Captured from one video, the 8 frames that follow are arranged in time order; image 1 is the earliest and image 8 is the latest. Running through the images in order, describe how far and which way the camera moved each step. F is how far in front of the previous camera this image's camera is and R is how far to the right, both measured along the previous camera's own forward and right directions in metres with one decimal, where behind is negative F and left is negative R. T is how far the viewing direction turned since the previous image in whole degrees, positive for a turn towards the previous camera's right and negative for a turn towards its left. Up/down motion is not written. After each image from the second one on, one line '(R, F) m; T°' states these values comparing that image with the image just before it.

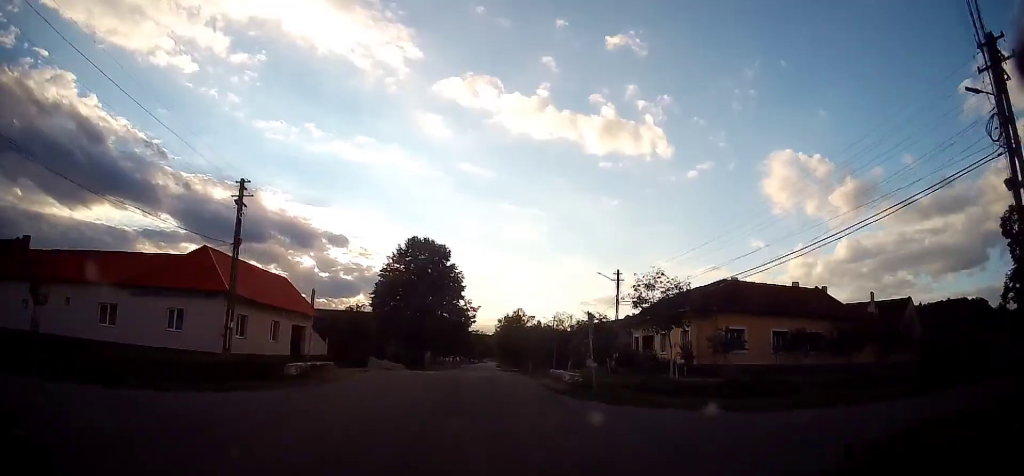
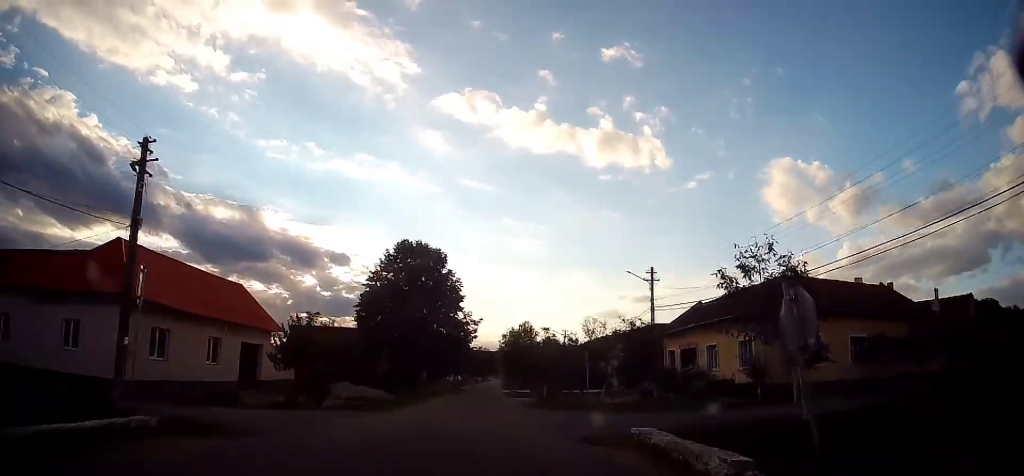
(-0.2, +9.3) m; -2°
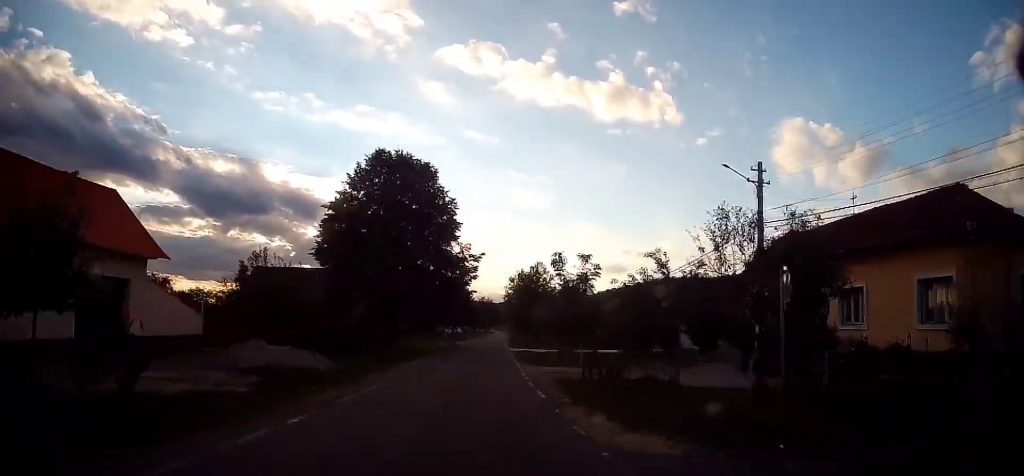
(-0.4, +15.0) m; -1°
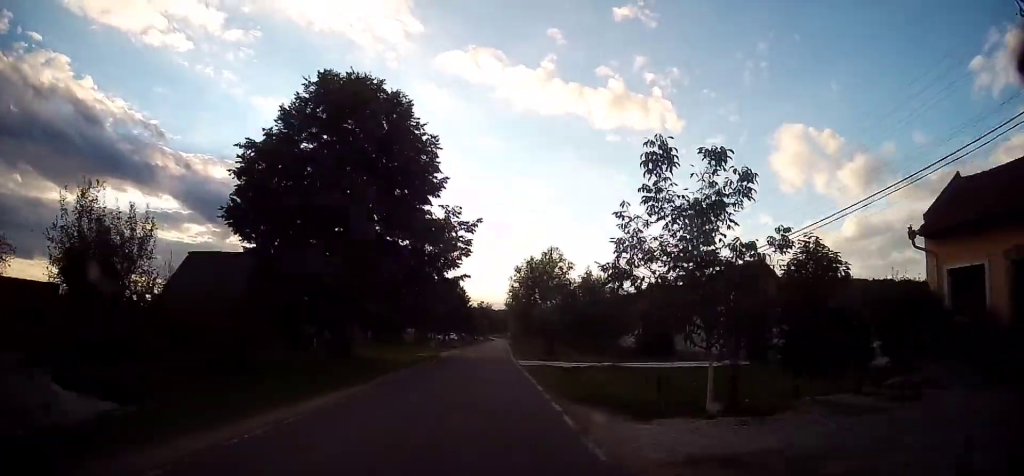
(0.0, +14.4) m; +1°
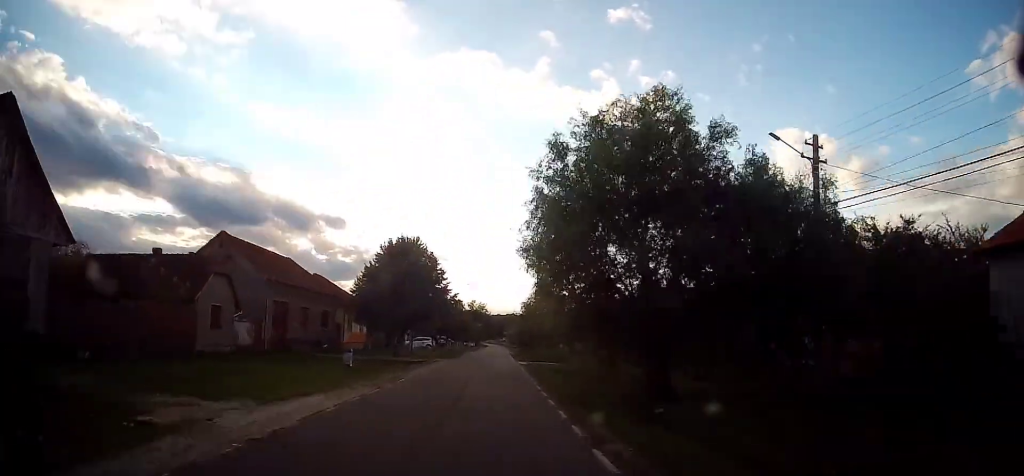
(+0.2, +30.5) m; 0°
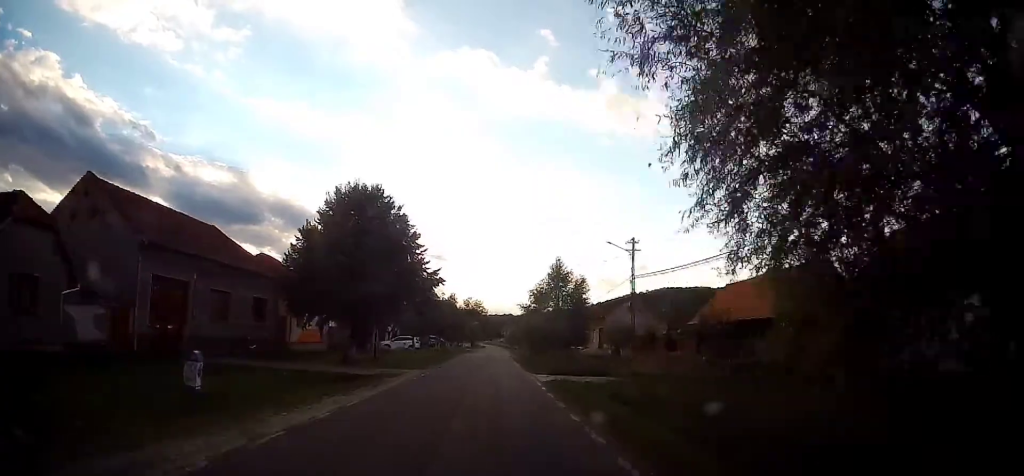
(0.0, +13.2) m; 0°
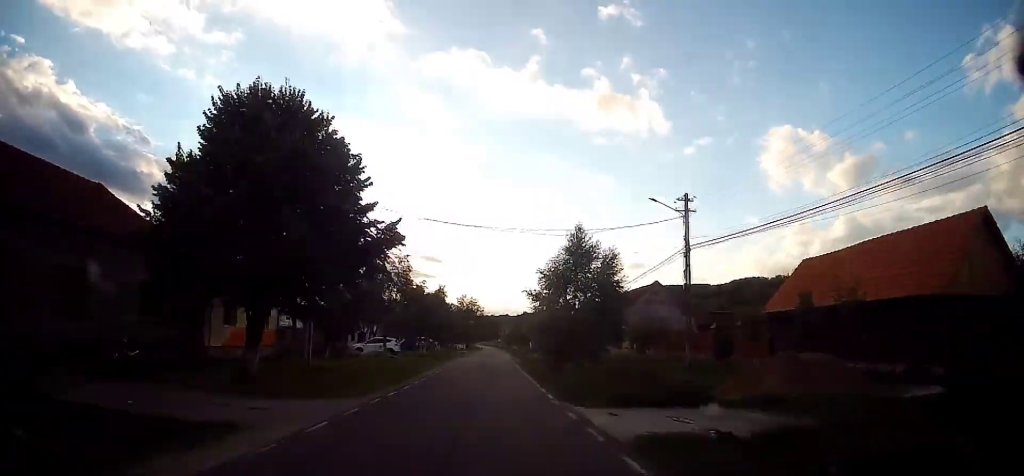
(-0.2, +10.9) m; +1°
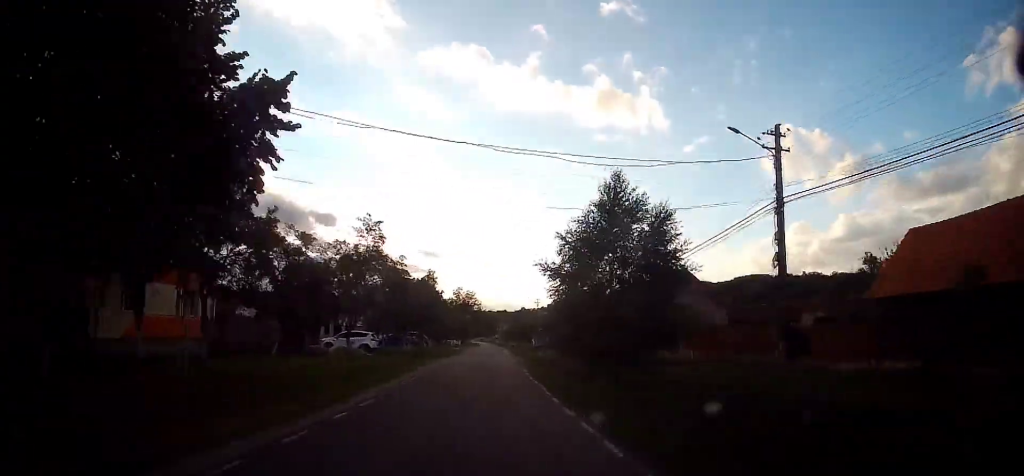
(+0.2, +8.8) m; 0°
